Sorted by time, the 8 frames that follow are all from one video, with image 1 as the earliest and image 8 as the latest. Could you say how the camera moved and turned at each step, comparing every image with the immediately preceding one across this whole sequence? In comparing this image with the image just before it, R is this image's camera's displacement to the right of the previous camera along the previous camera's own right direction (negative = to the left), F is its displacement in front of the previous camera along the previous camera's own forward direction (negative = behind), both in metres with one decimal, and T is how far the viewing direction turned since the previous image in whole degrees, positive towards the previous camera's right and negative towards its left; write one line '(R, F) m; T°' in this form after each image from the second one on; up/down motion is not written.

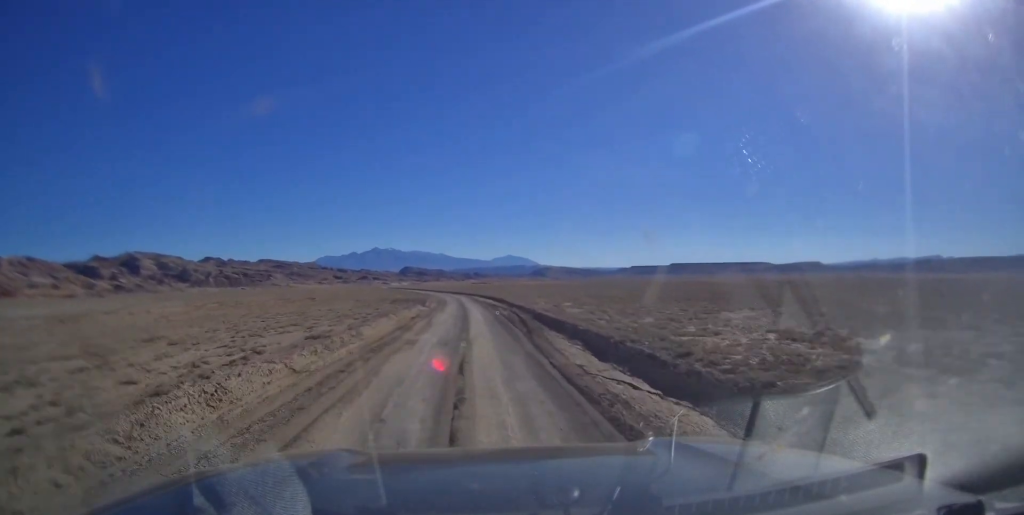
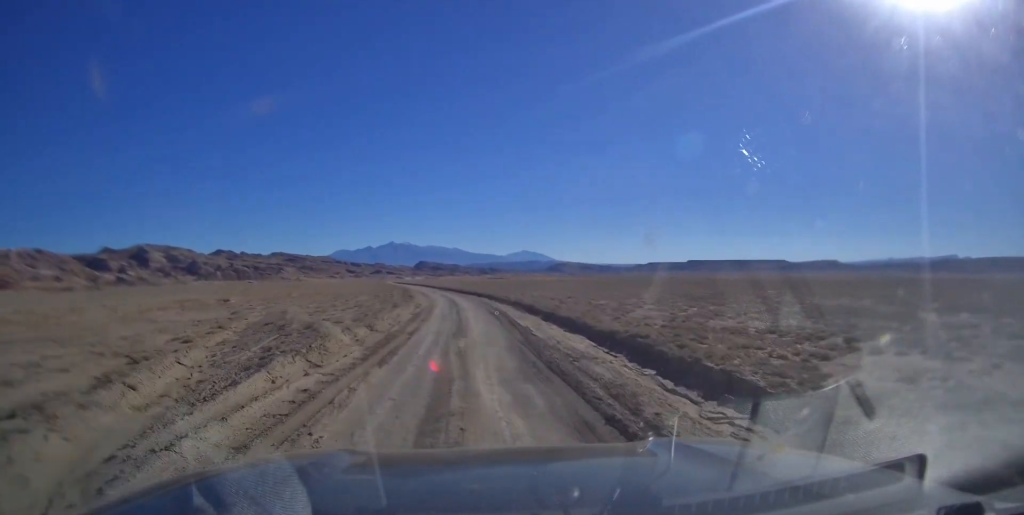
(-0.7, +43.1) m; +1°
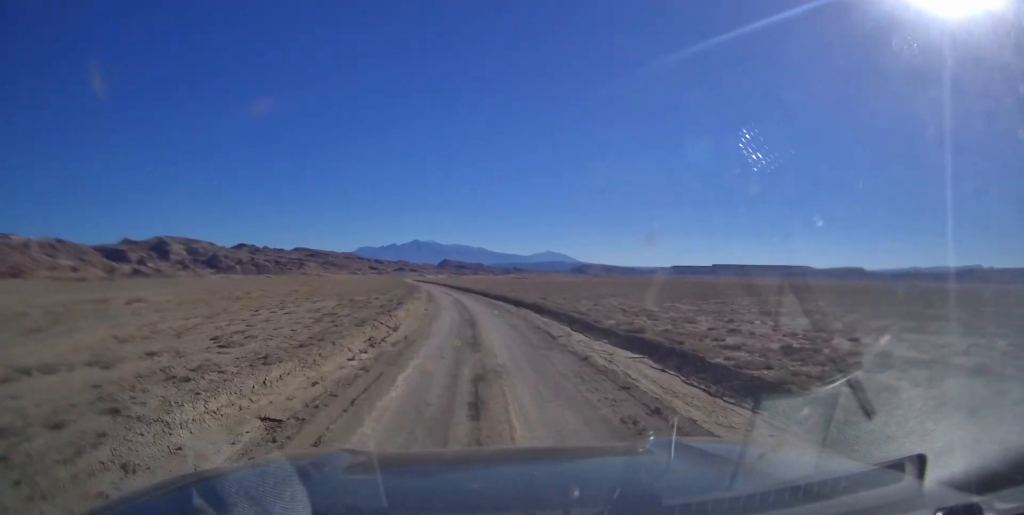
(+0.4, +23.7) m; 0°
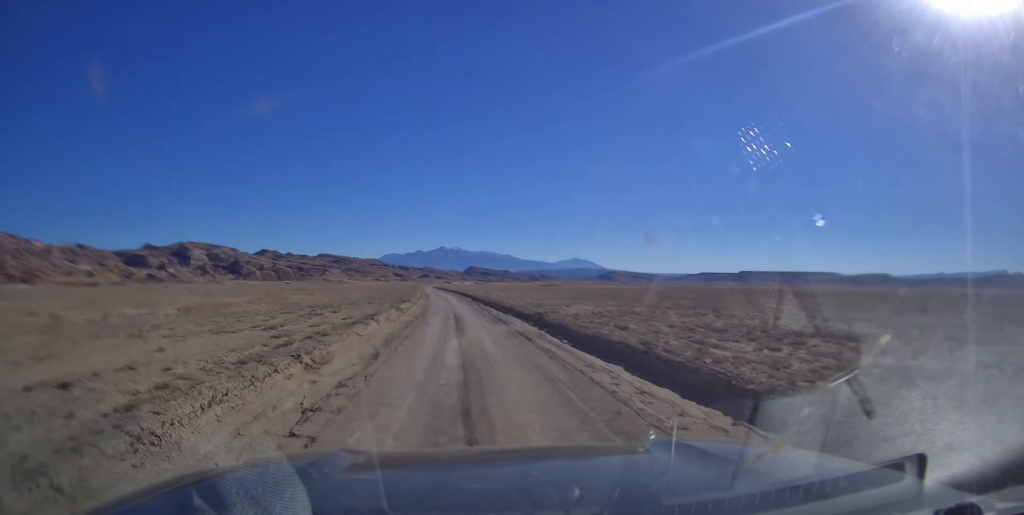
(-0.2, +34.9) m; -1°
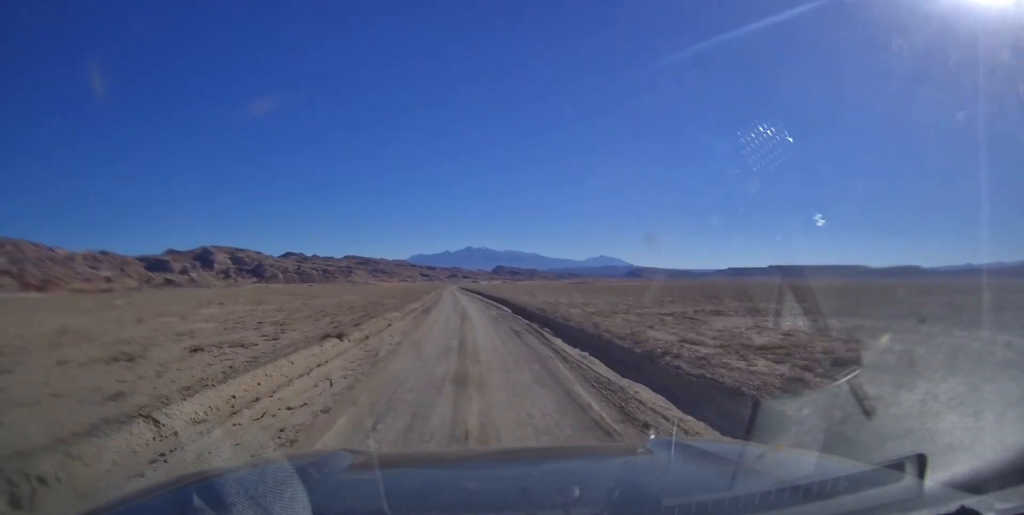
(-0.7, +31.9) m; -1°
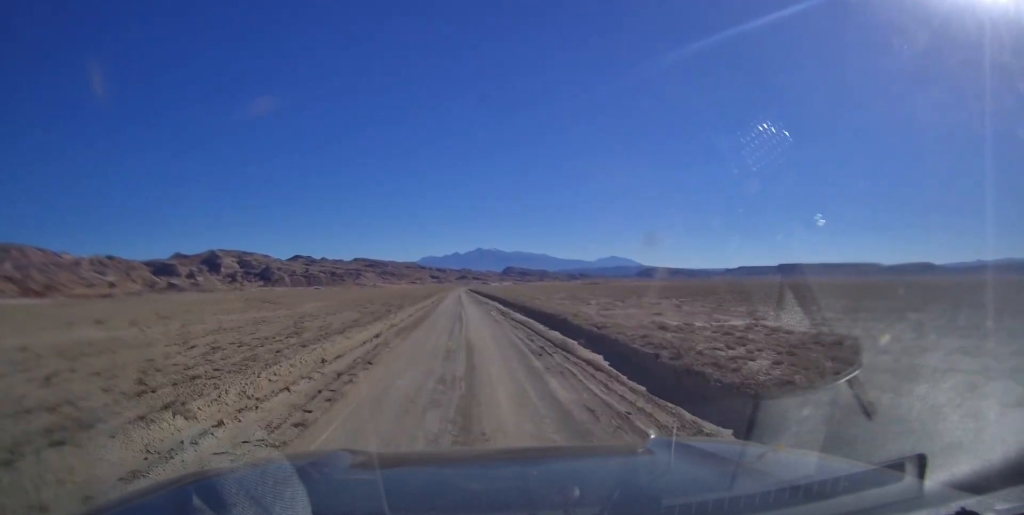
(+0.4, +23.6) m; -1°
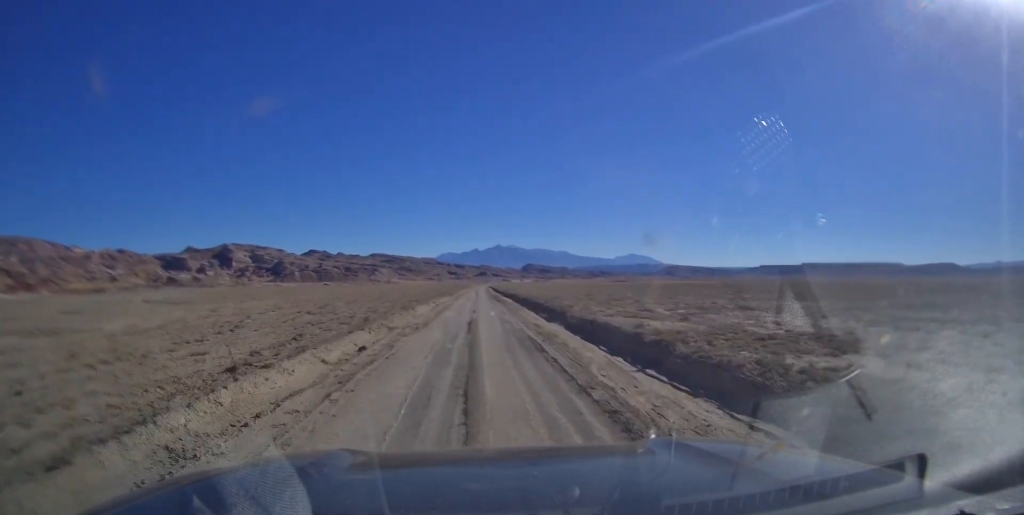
(-2.4, +63.9) m; -4°
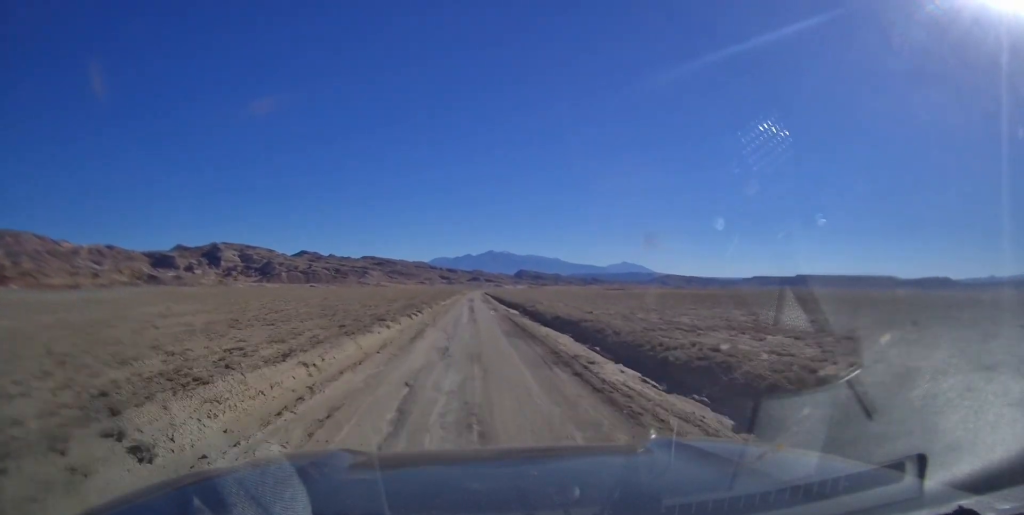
(-0.6, +37.9) m; -1°
